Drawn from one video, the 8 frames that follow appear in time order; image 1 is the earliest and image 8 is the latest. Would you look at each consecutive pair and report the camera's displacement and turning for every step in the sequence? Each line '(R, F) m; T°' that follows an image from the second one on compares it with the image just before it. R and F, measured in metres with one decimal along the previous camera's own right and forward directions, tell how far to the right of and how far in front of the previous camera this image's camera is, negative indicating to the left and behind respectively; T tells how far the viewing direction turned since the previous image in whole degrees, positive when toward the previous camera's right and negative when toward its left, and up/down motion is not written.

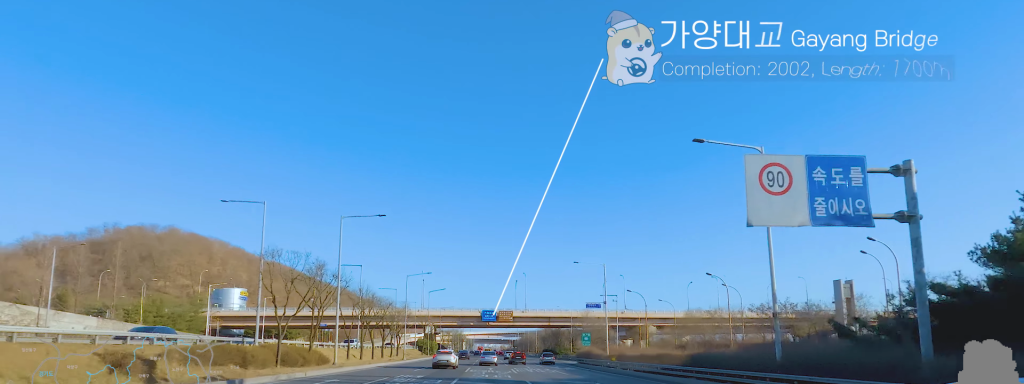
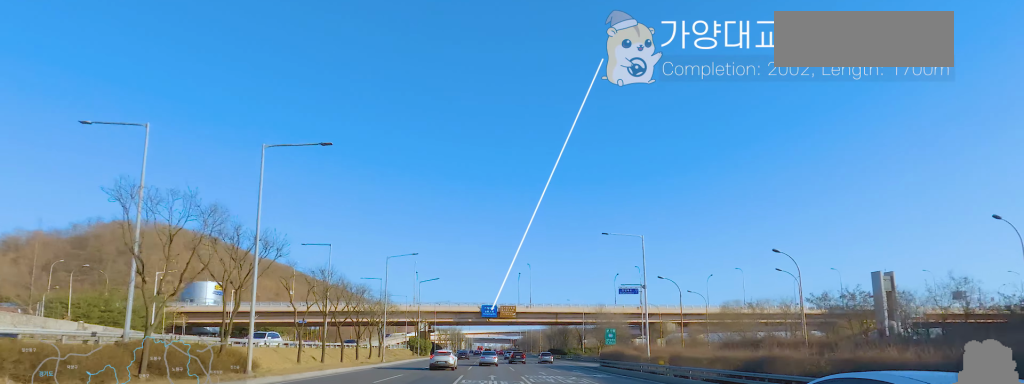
(0.0, +15.1) m; 0°
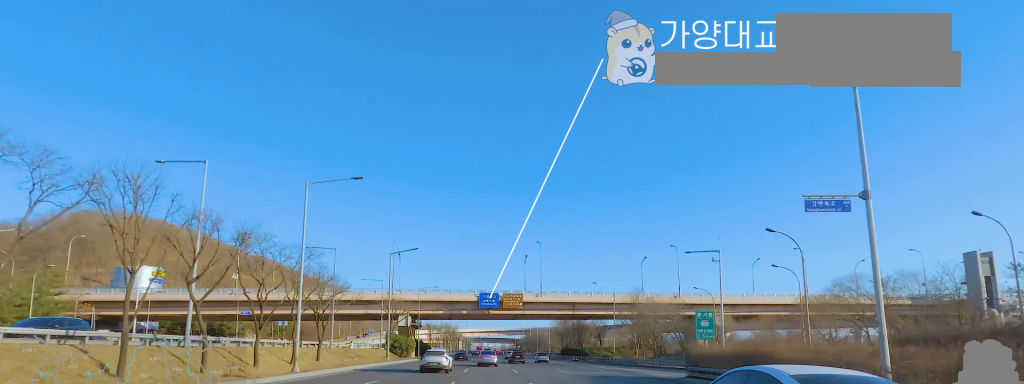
(+0.3, +26.7) m; +1°
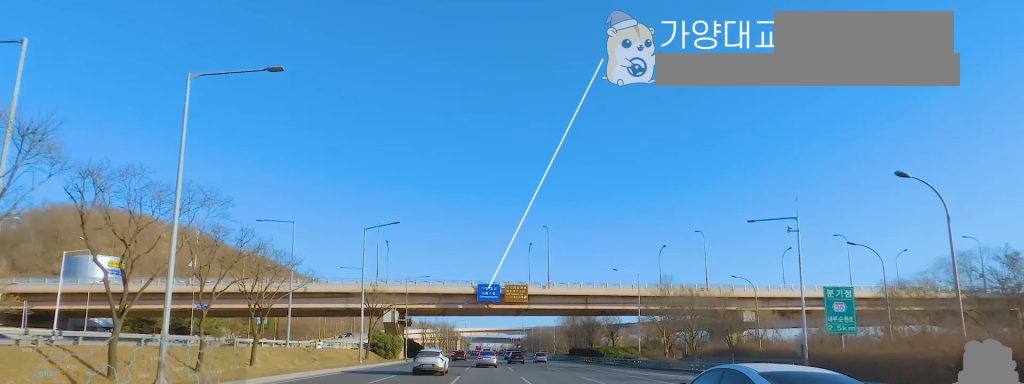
(+0.4, +13.6) m; -1°
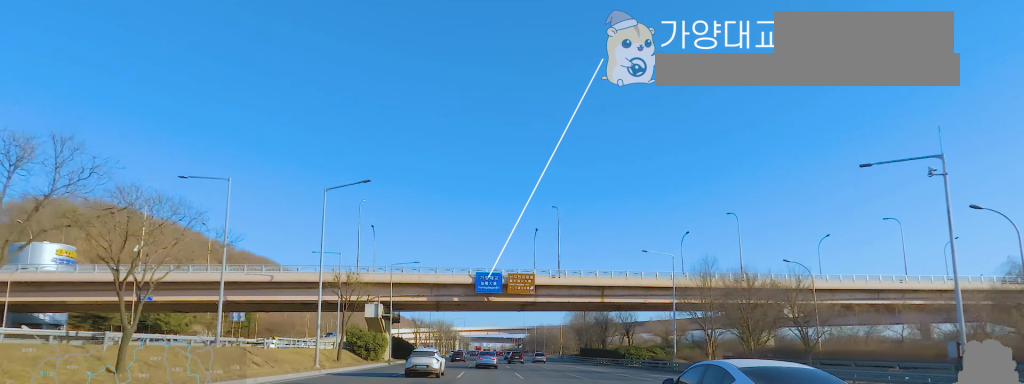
(-0.3, +13.7) m; -1°
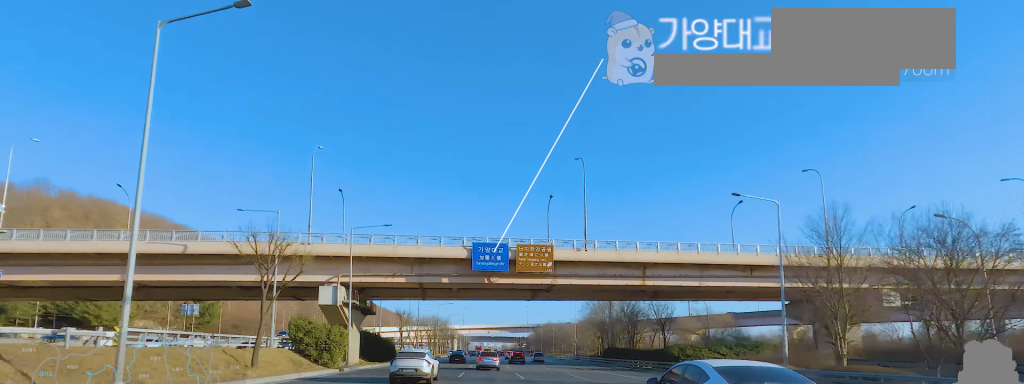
(-0.4, +21.2) m; -1°
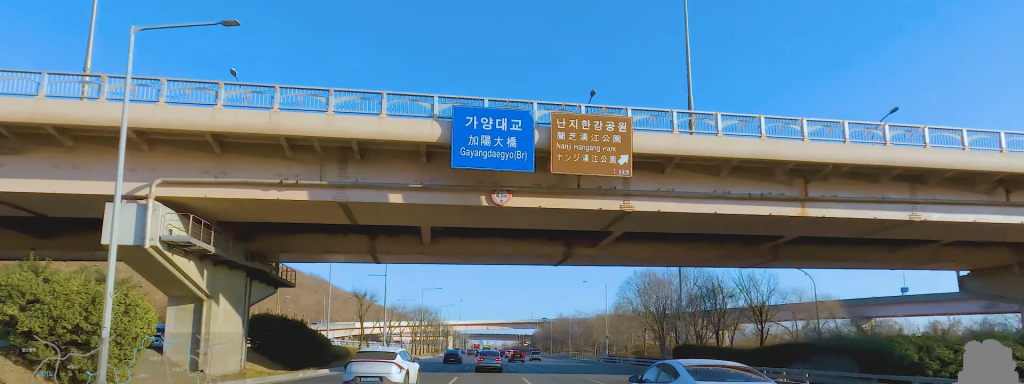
(+0.4, +27.2) m; 0°
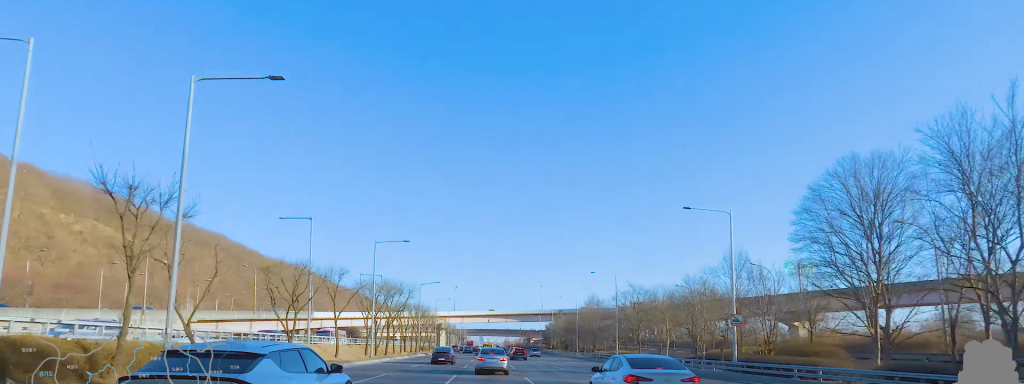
(+0.3, +39.0) m; +2°
